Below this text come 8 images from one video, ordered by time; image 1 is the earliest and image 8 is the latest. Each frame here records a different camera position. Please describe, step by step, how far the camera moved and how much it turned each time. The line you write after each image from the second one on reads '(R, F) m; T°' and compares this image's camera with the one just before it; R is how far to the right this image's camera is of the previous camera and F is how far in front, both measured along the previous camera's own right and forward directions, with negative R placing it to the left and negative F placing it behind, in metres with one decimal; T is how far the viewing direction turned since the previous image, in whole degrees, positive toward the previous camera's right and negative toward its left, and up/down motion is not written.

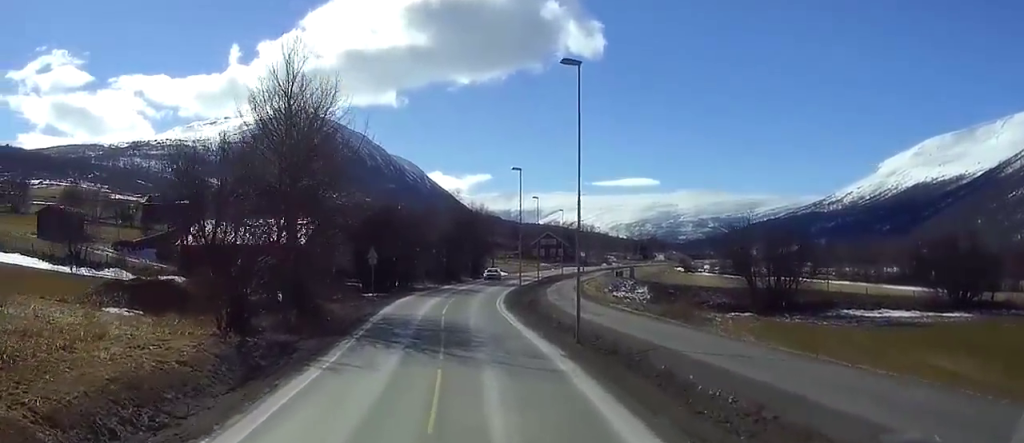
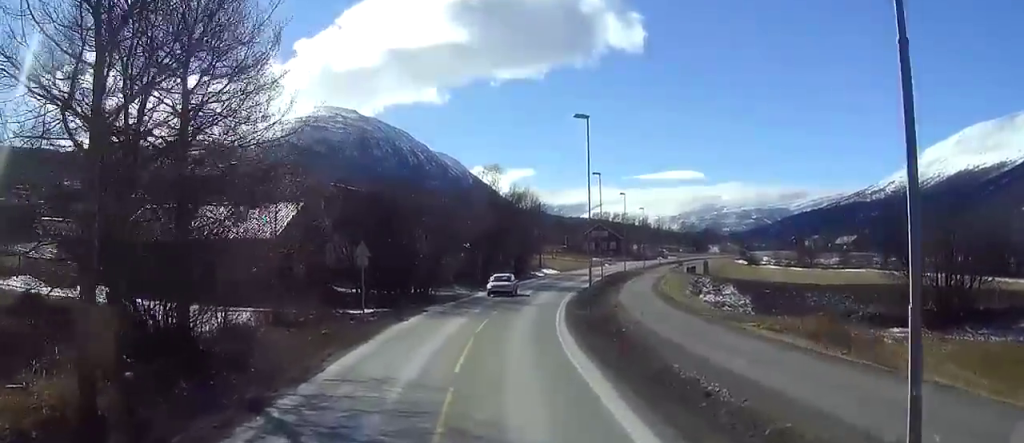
(-0.6, +26.4) m; -1°
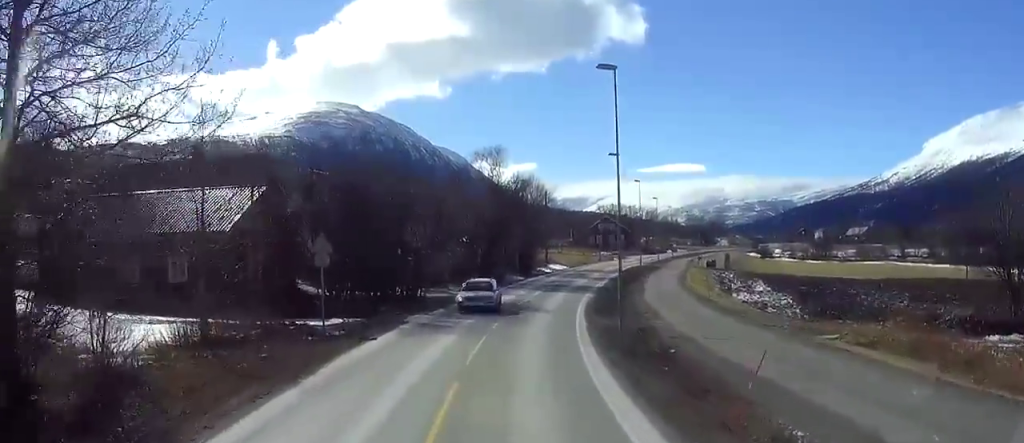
(0.0, +11.7) m; 0°
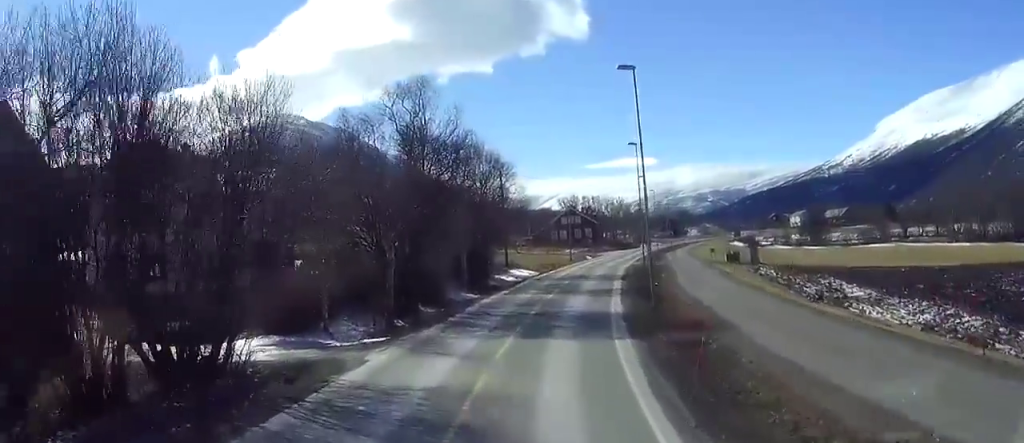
(+0.8, +34.8) m; +3°
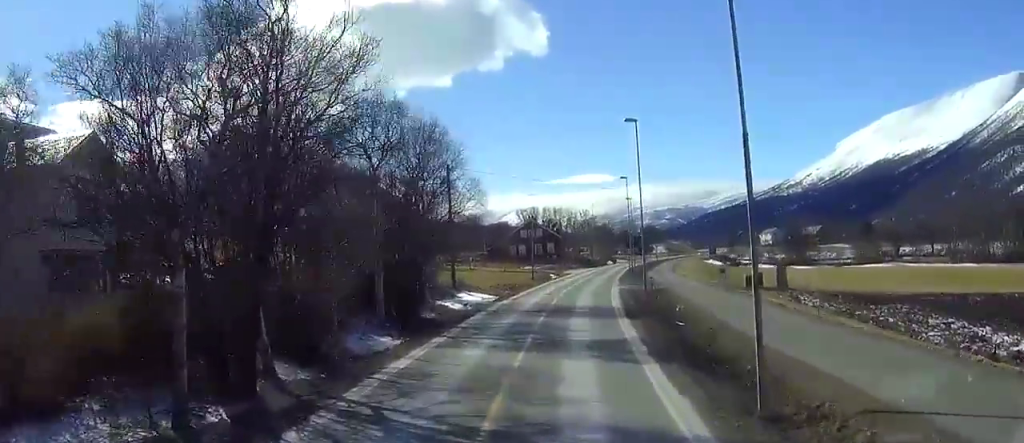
(+0.7, +23.6) m; +3°
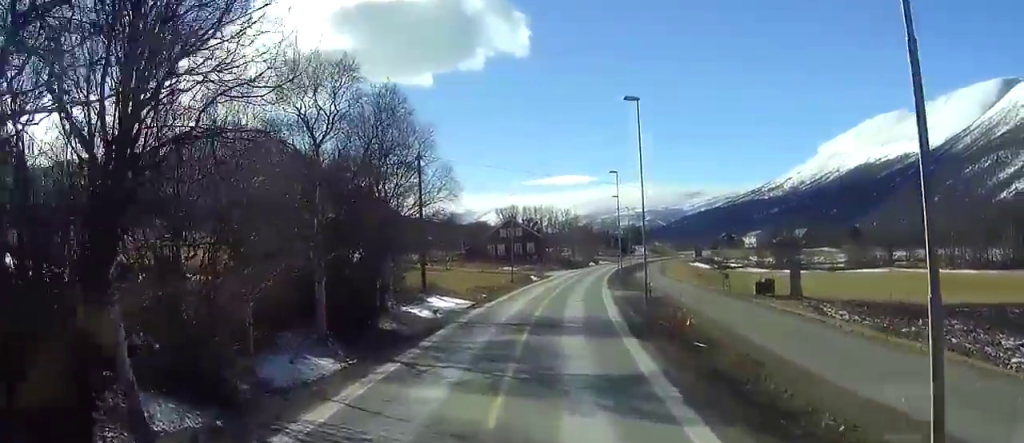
(+0.1, +8.8) m; +1°
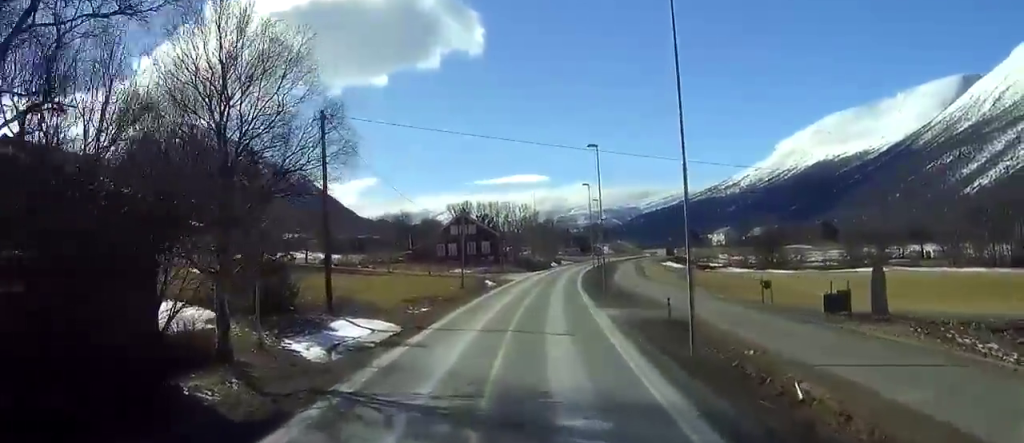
(+0.3, +21.8) m; +1°
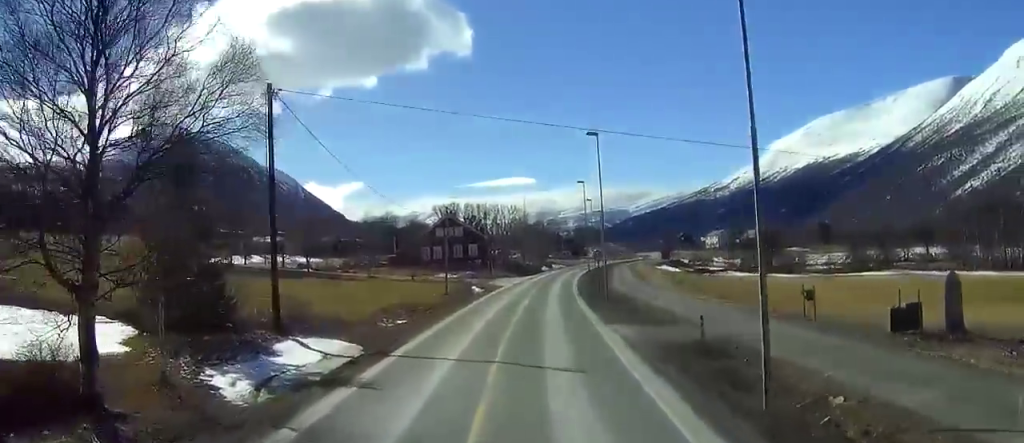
(+0.1, +8.8) m; +1°
